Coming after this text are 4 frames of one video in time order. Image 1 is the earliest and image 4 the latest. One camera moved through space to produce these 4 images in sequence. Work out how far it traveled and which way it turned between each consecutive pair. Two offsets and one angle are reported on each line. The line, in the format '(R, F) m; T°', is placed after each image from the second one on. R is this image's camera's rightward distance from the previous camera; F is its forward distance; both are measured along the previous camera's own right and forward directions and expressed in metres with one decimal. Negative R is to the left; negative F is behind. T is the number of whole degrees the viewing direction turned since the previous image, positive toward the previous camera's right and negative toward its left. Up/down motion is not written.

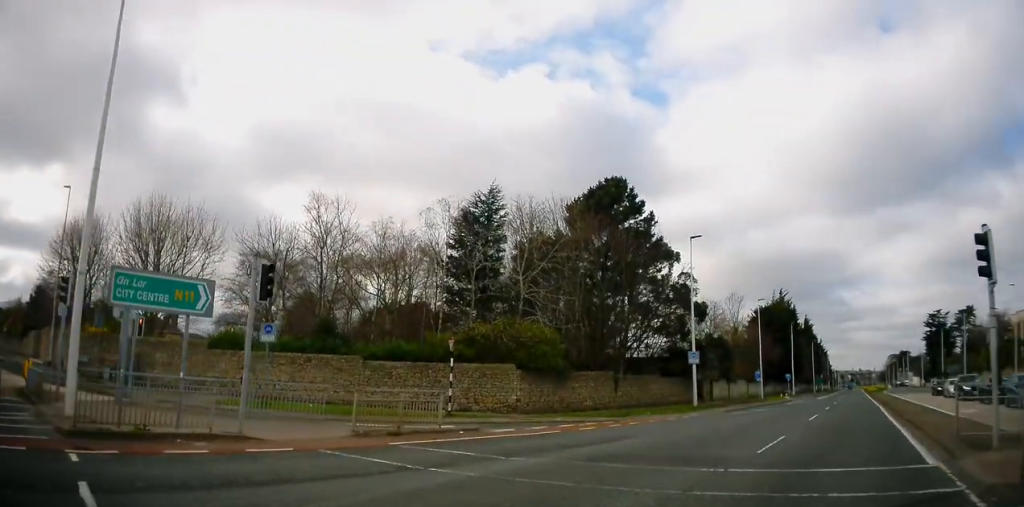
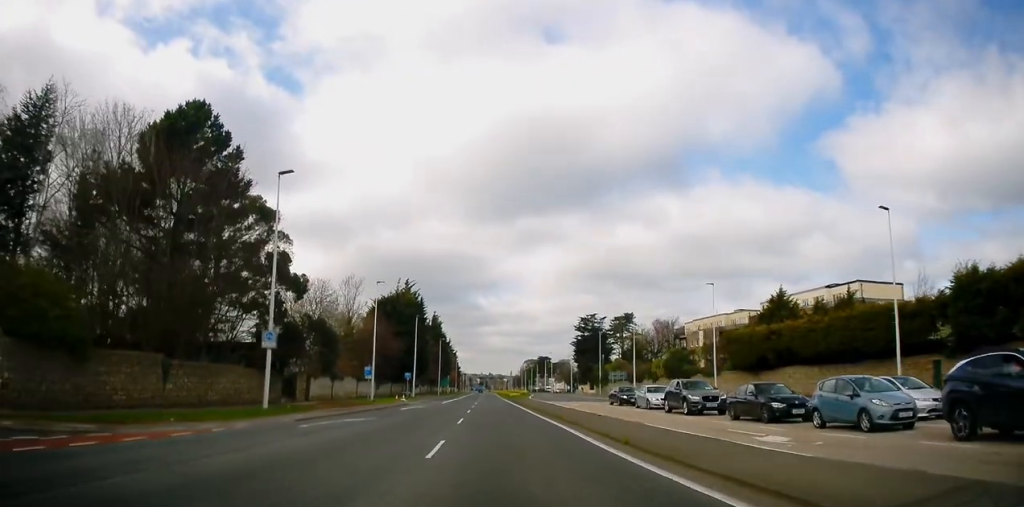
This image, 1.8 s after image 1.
(+4.4, +10.0) m; +43°
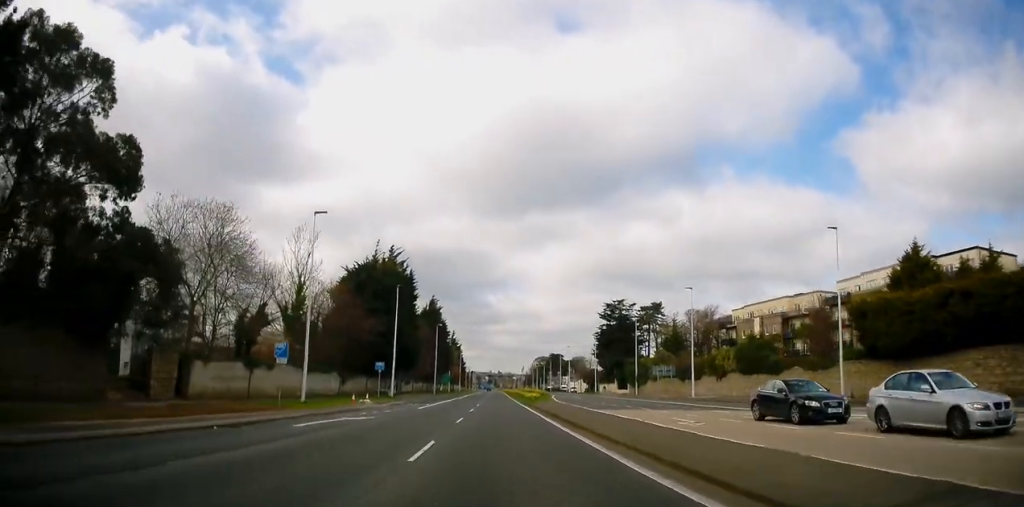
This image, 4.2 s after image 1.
(+3.1, +19.1) m; +10°
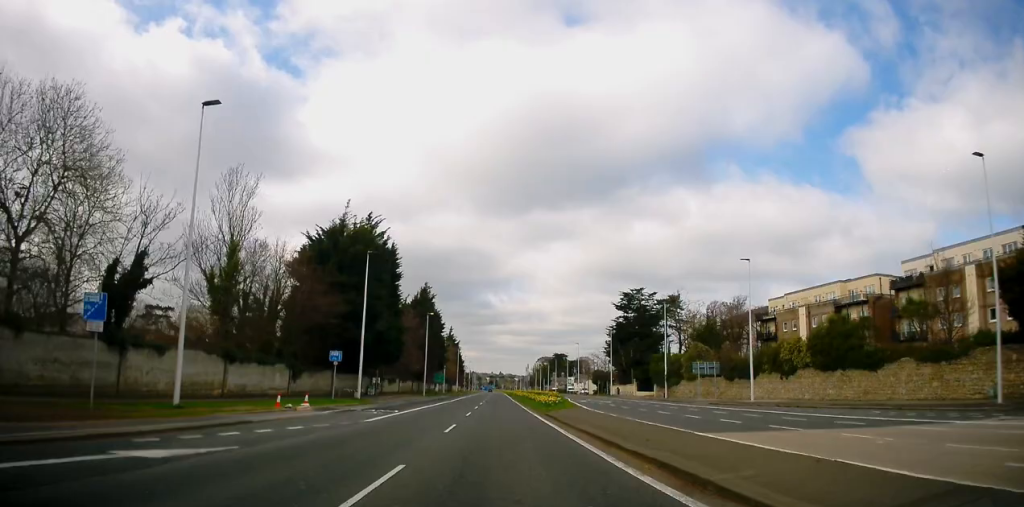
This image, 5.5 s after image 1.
(0.0, +15.0) m; 0°
